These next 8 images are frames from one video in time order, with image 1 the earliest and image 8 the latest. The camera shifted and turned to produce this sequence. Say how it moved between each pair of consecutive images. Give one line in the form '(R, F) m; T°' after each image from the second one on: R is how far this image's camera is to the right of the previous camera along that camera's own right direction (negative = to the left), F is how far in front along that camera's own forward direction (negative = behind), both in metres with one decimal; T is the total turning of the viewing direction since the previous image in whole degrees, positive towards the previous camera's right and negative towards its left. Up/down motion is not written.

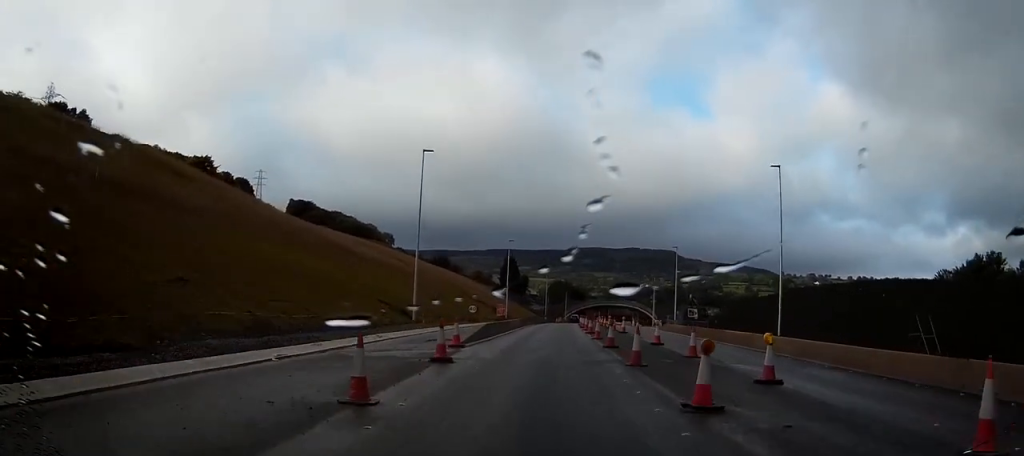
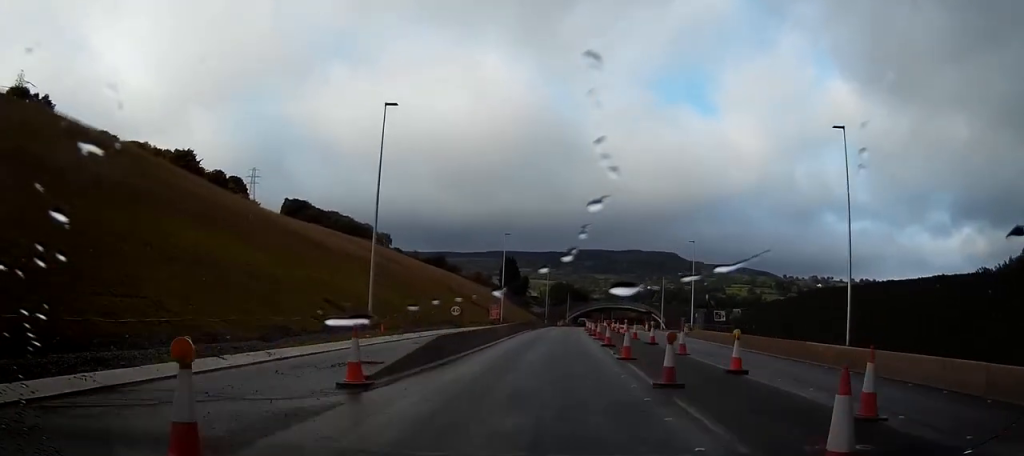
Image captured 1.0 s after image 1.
(-0.1, +9.1) m; -2°
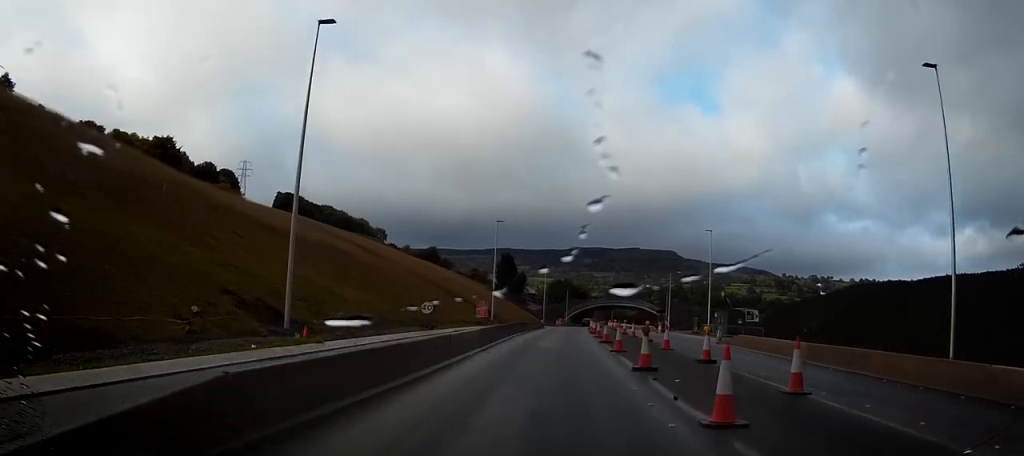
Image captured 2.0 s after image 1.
(-0.1, +9.5) m; -1°
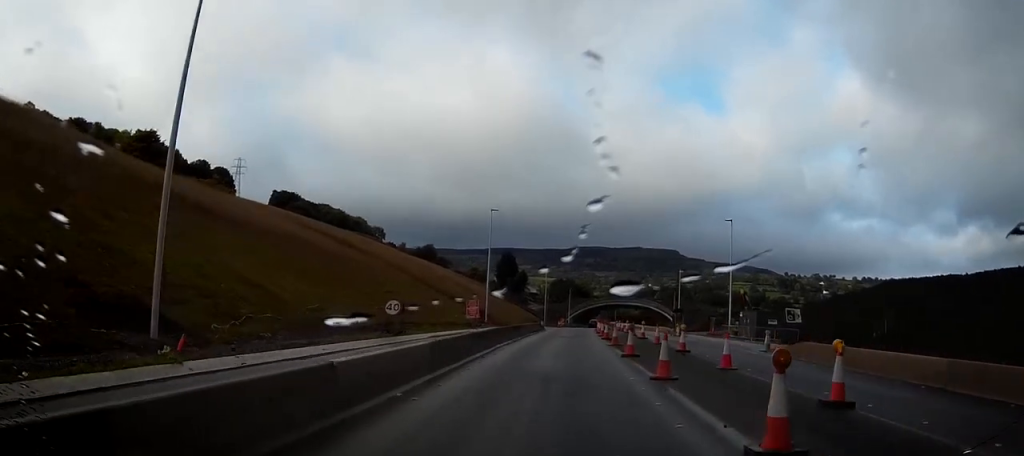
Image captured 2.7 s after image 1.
(0.0, +8.4) m; 0°
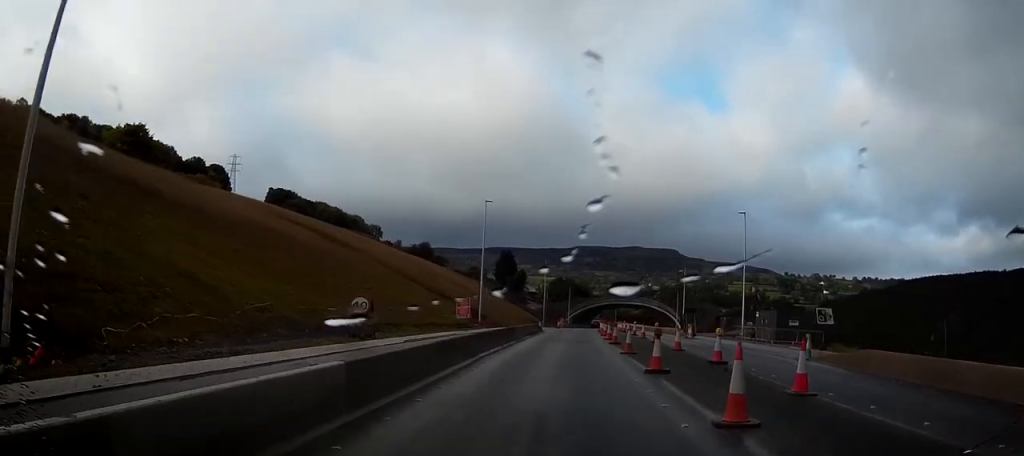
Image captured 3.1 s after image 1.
(0.0, +5.3) m; 0°
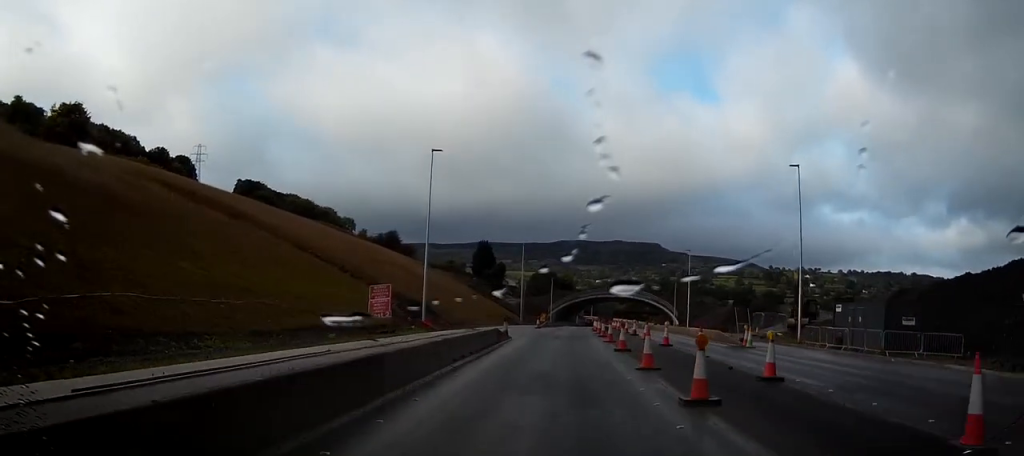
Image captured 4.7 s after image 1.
(0.0, +23.7) m; 0°
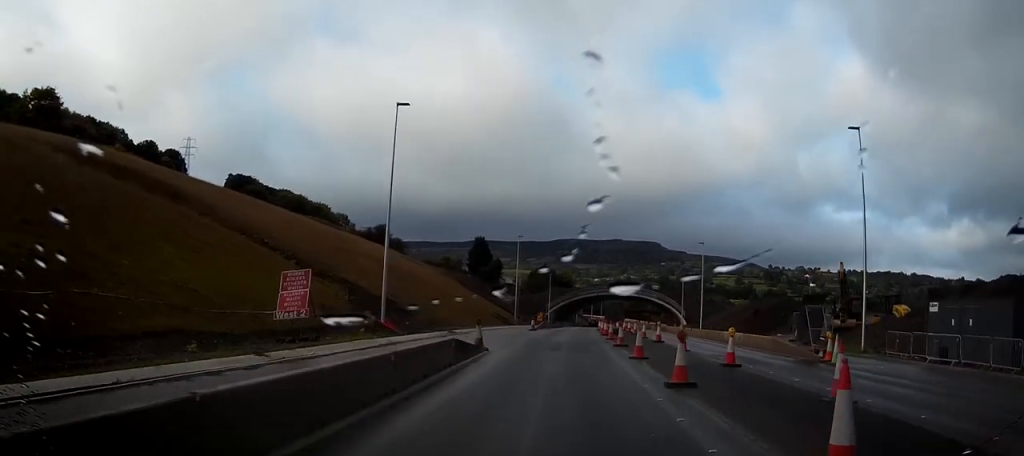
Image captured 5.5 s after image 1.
(0.0, +13.2) m; 0°
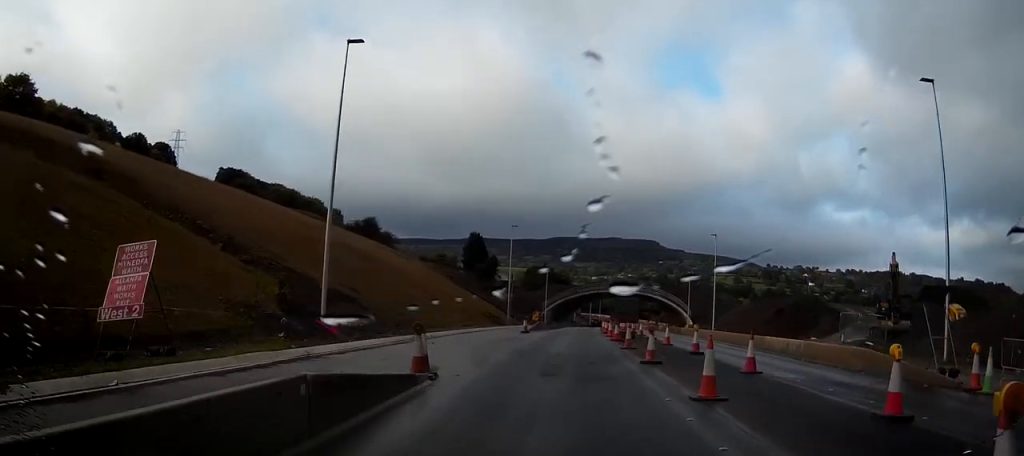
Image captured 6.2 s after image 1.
(0.0, +10.9) m; 0°
